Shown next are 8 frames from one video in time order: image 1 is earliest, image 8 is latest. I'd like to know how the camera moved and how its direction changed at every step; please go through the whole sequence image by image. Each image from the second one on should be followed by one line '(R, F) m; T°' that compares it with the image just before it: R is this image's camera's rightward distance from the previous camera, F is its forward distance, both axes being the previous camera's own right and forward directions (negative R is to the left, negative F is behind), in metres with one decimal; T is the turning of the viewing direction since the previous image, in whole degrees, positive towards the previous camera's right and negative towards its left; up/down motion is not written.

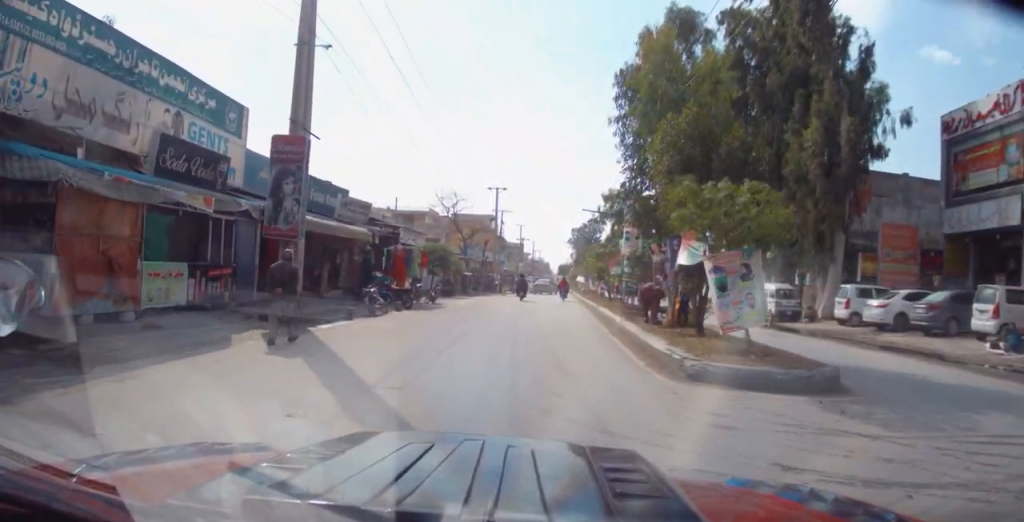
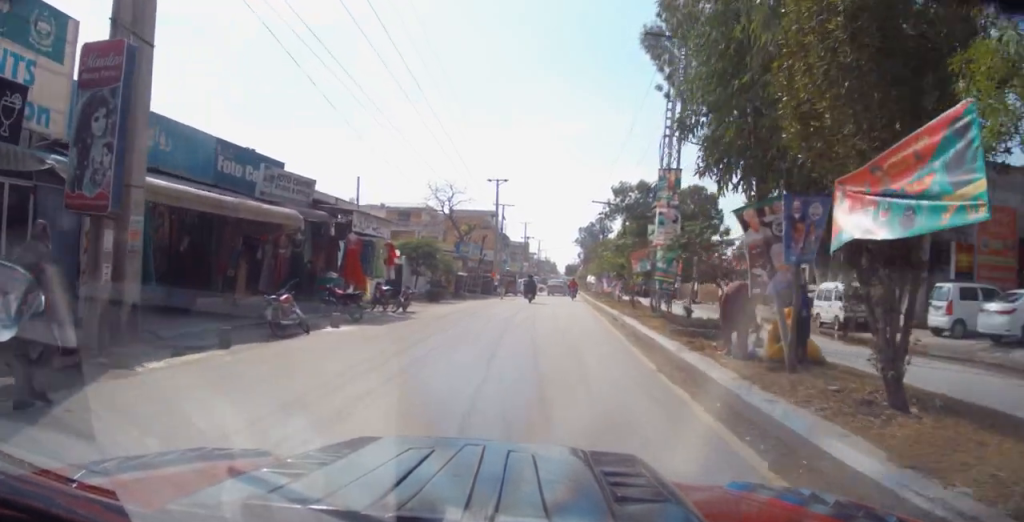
(-0.4, +7.0) m; -3°
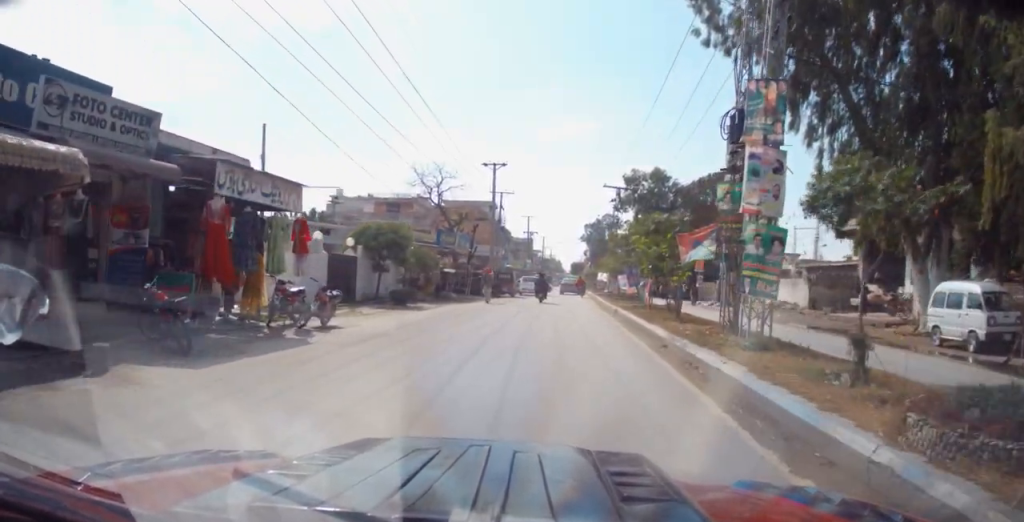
(0.0, +8.9) m; +2°
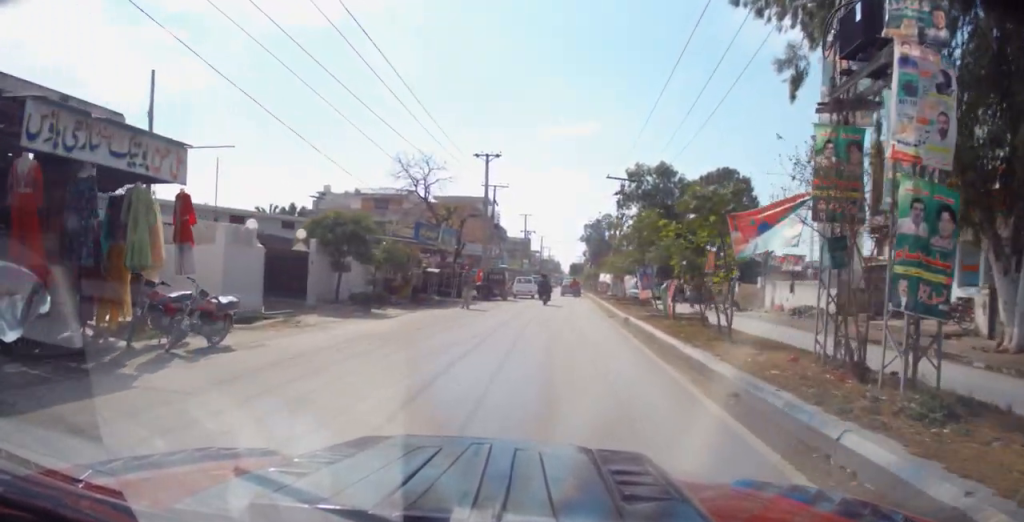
(0.0, +4.9) m; +2°
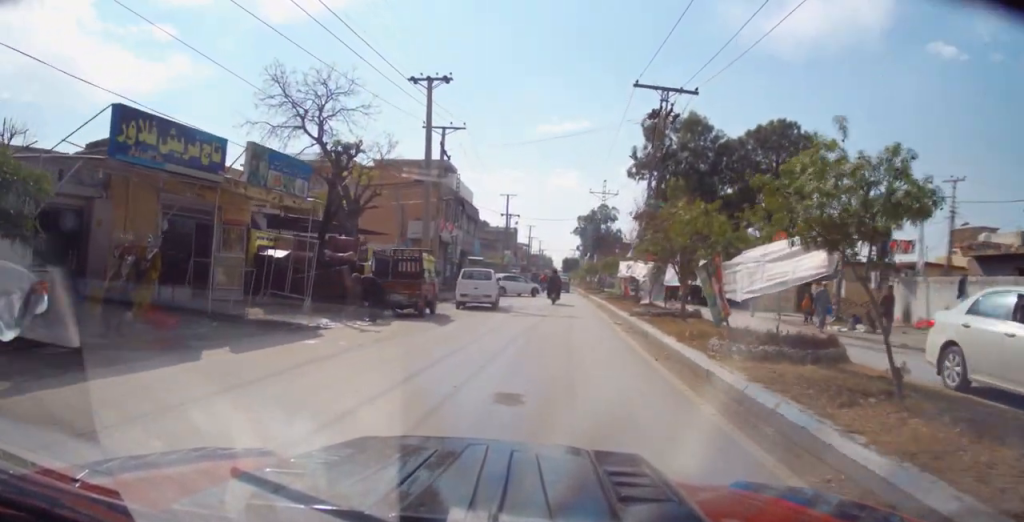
(+0.1, +20.9) m; -1°
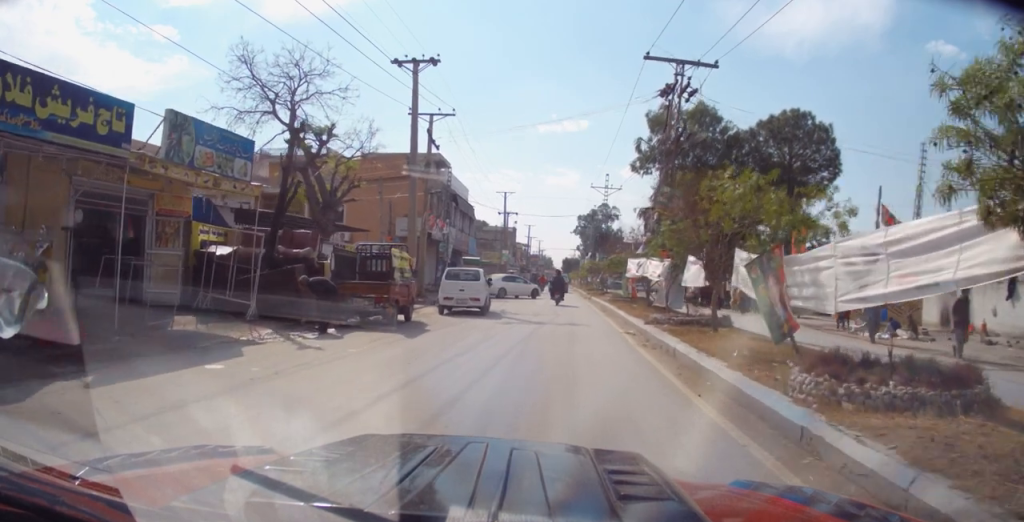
(-0.1, +3.2) m; +2°
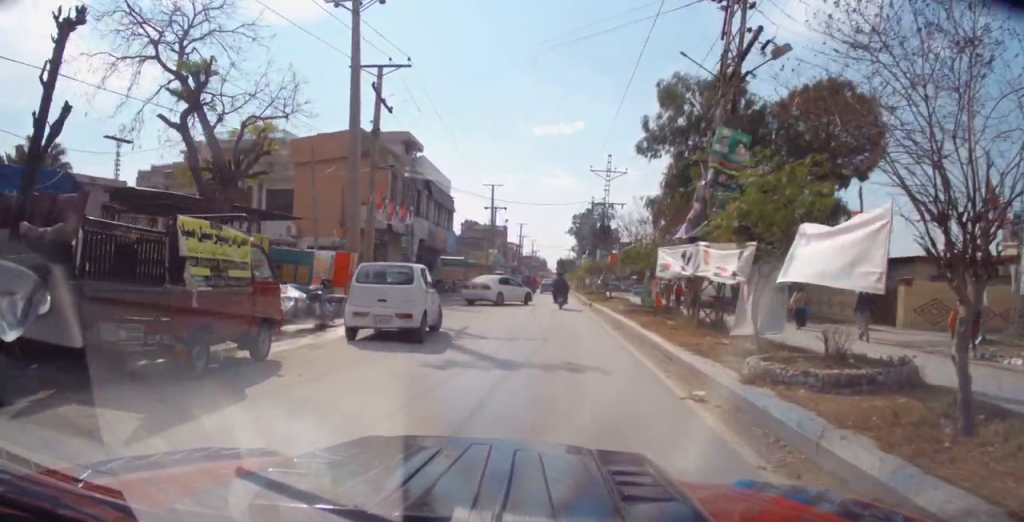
(+0.5, +7.9) m; +1°
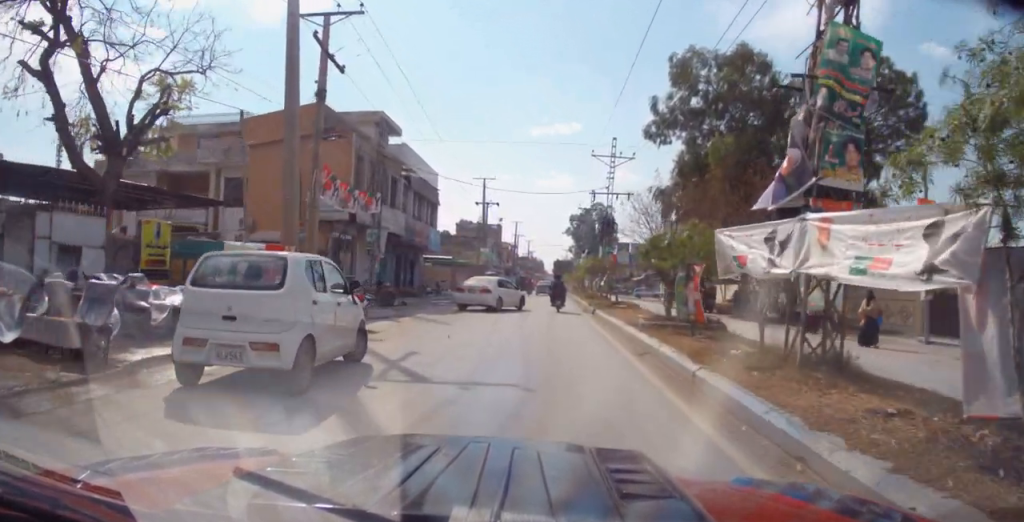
(-0.2, +5.5) m; -2°
